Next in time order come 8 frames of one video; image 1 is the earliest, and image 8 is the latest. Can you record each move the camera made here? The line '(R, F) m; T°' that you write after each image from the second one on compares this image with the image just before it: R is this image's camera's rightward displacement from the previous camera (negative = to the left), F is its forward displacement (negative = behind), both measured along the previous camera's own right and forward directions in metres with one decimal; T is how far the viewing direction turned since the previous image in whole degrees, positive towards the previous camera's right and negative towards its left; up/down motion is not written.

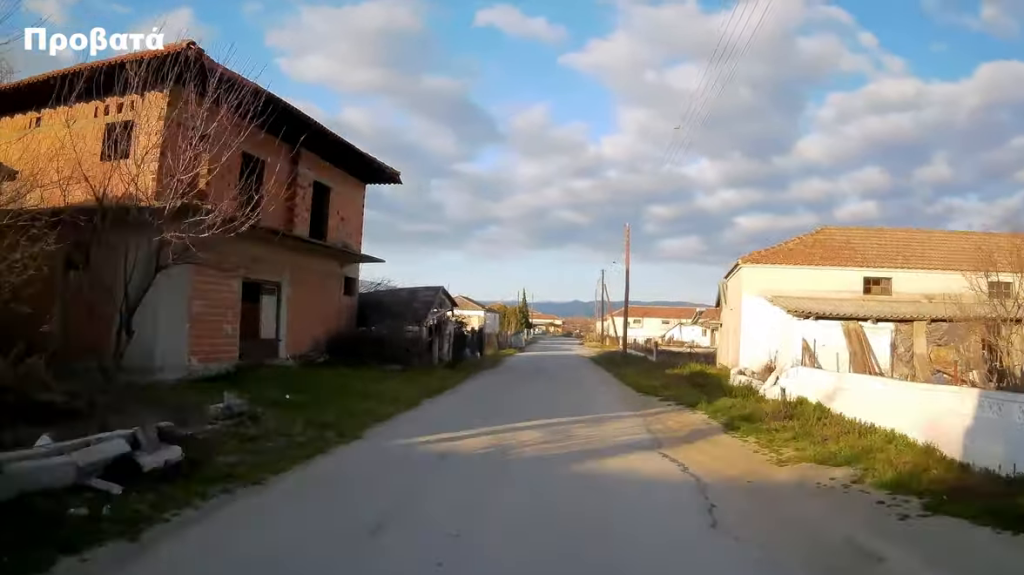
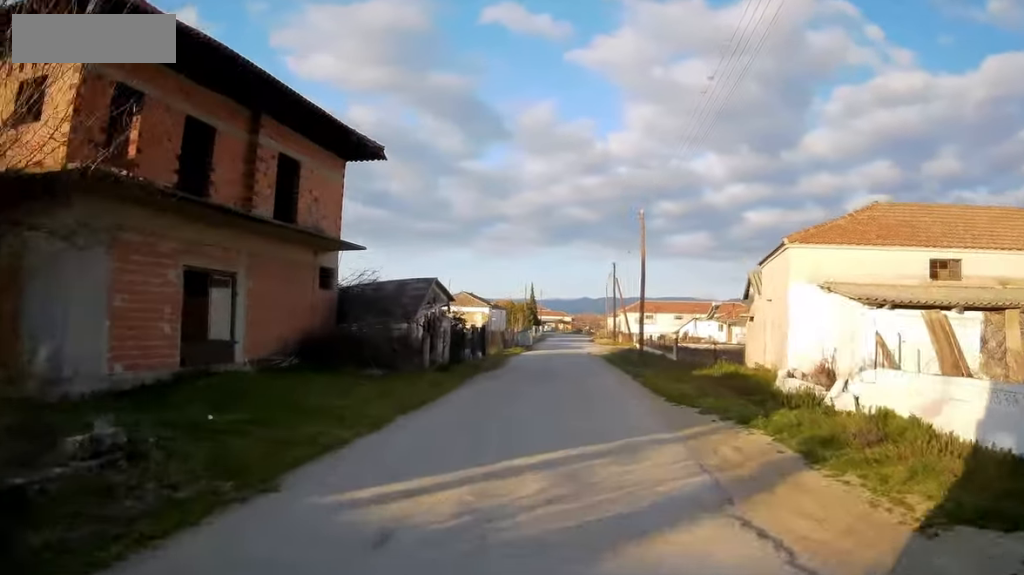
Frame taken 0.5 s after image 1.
(-0.1, +3.3) m; -2°
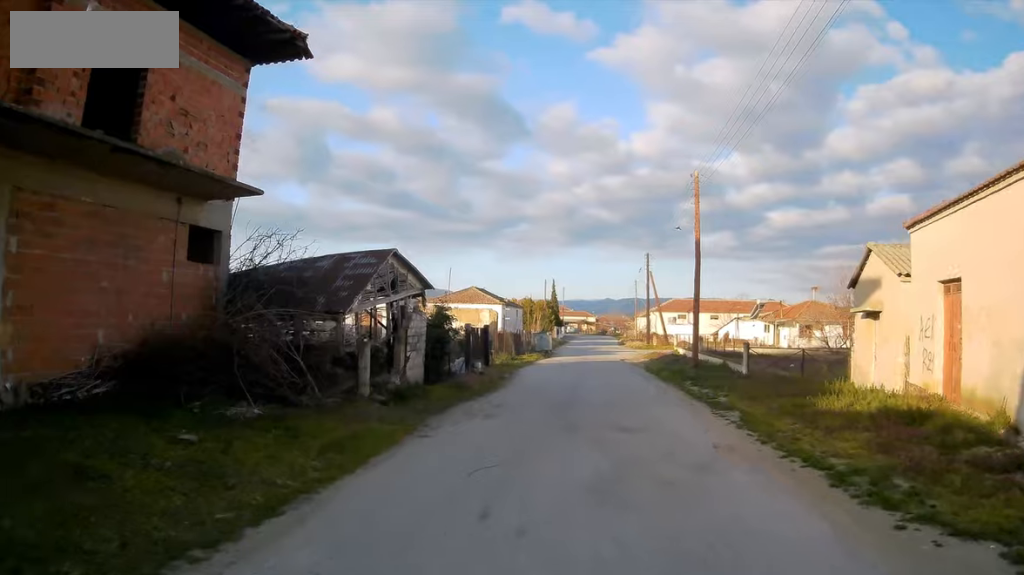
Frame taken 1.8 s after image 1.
(0.0, +8.7) m; 0°
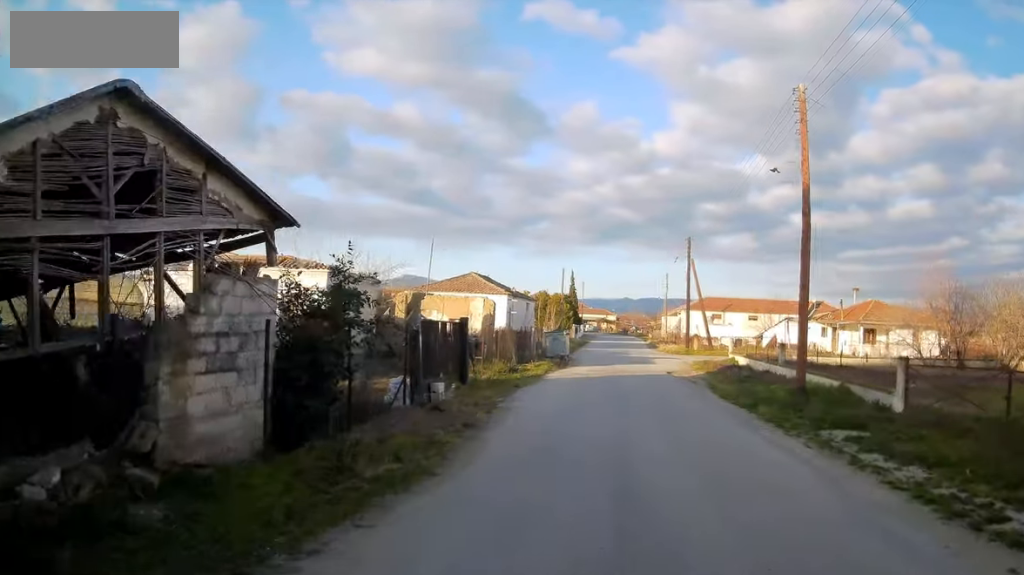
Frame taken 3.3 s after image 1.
(-0.3, +11.2) m; -4°
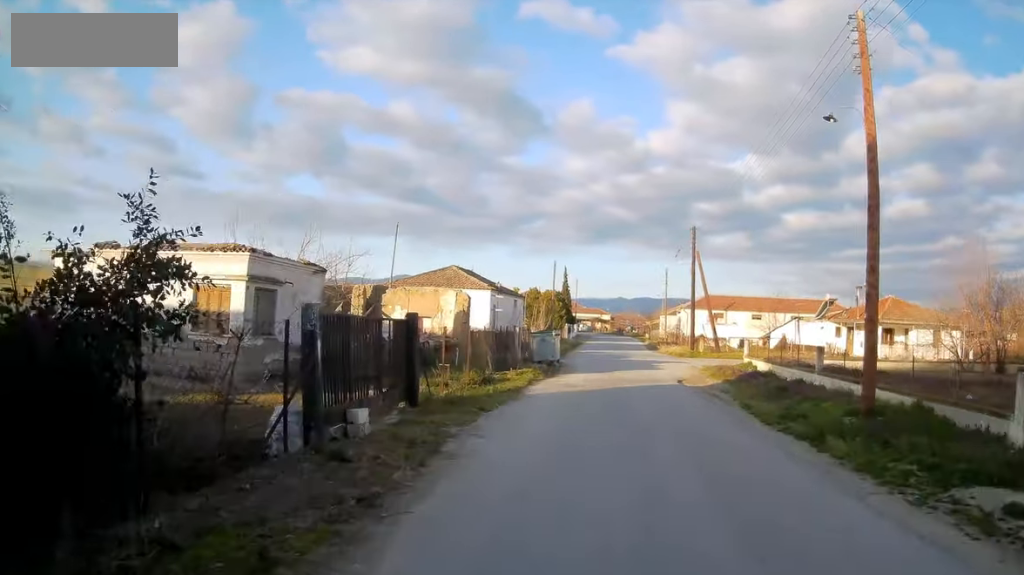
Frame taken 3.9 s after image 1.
(0.0, +5.2) m; -1°
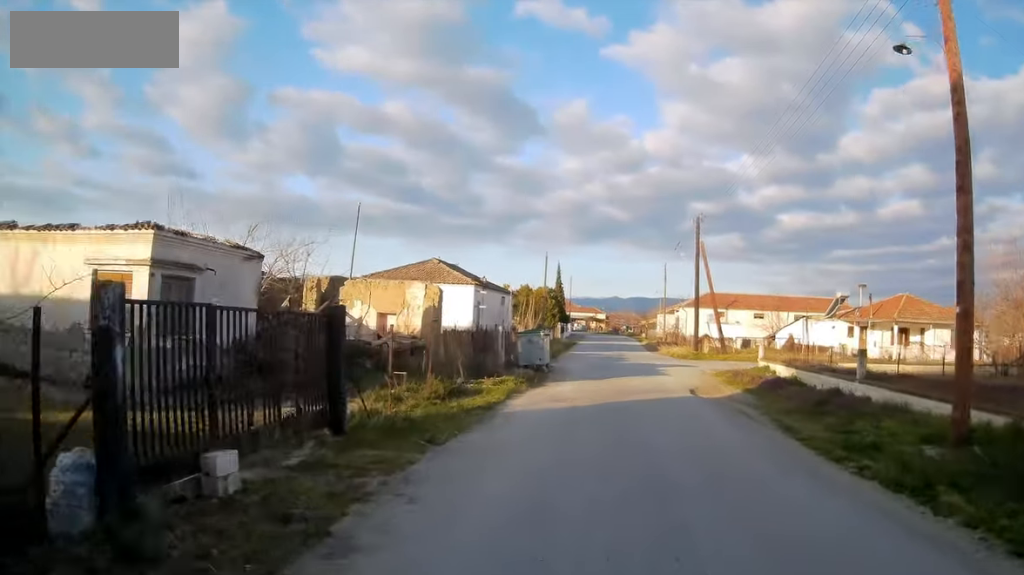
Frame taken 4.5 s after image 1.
(0.0, +4.1) m; -1°
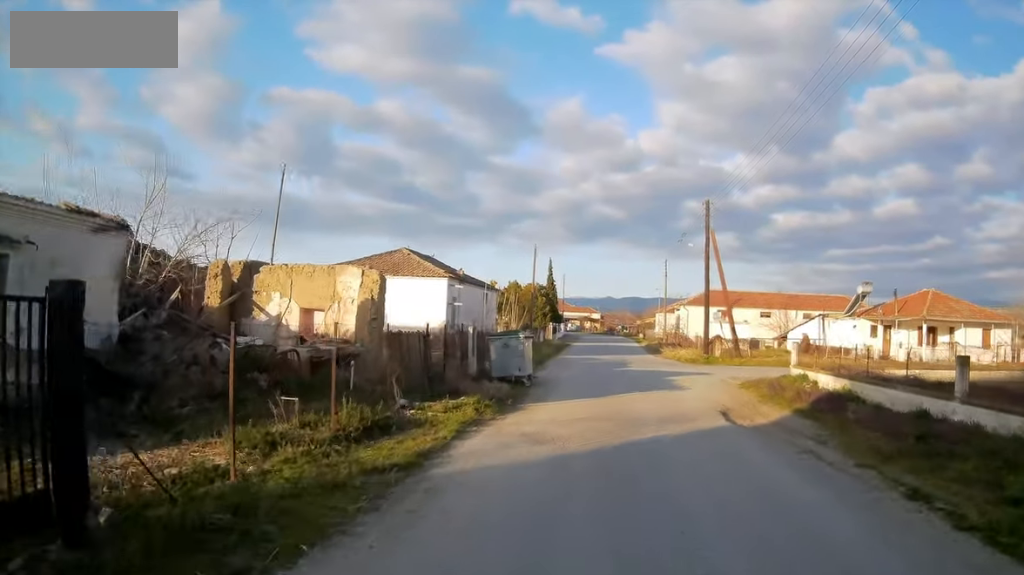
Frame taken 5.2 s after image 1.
(0.0, +5.7) m; -1°
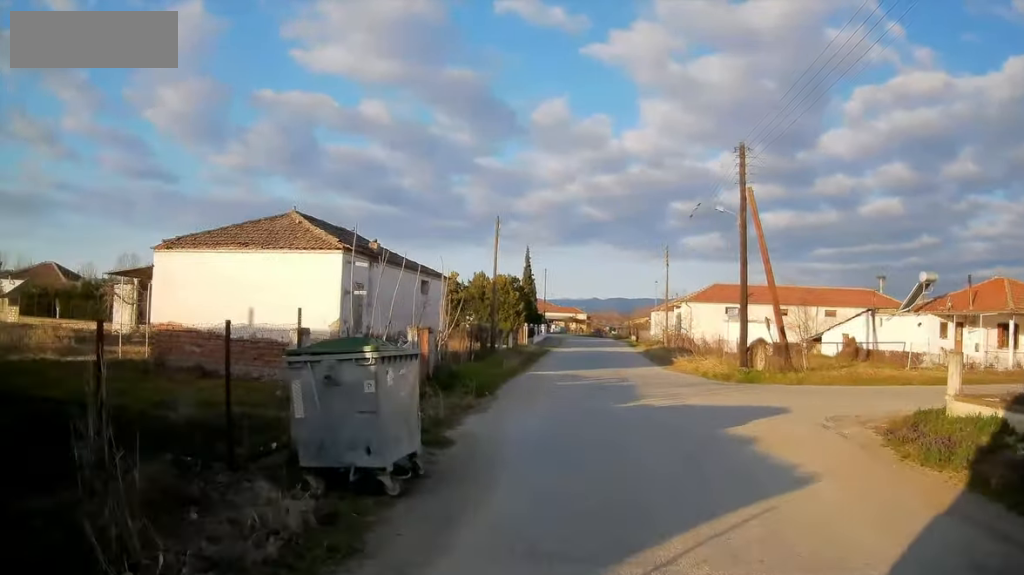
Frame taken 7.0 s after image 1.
(+0.3, +12.1) m; +5°
